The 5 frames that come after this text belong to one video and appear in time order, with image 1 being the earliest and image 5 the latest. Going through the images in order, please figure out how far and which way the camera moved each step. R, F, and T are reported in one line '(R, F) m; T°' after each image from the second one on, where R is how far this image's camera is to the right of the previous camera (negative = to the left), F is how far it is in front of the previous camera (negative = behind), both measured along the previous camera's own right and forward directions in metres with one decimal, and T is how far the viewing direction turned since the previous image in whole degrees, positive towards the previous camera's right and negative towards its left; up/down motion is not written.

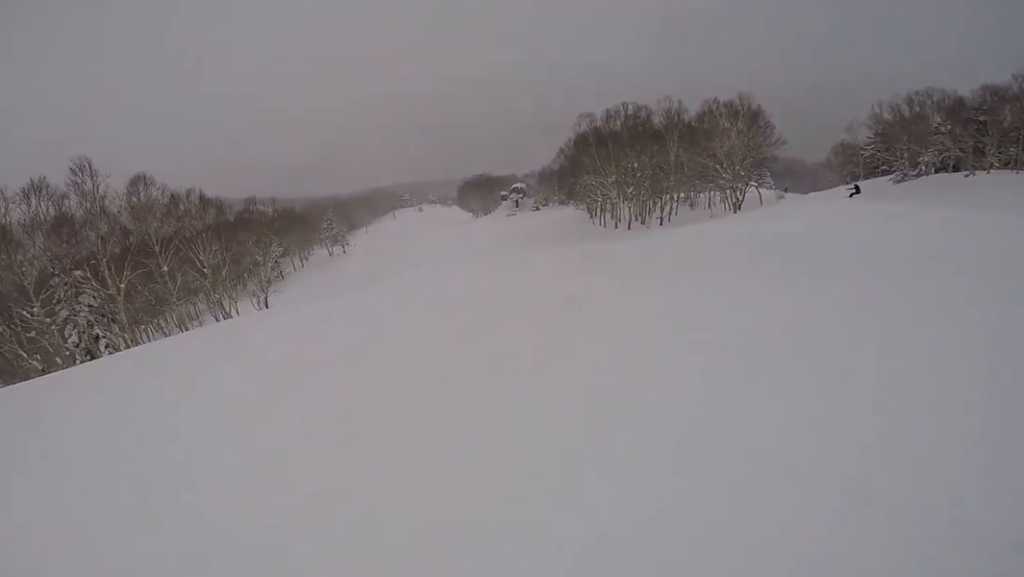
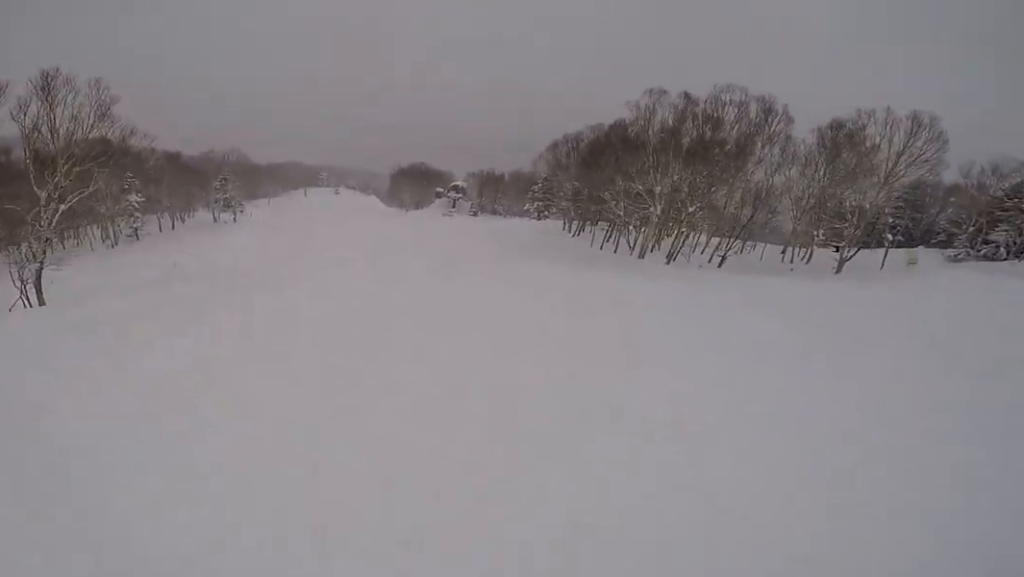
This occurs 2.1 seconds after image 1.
(+0.5, +19.7) m; +10°
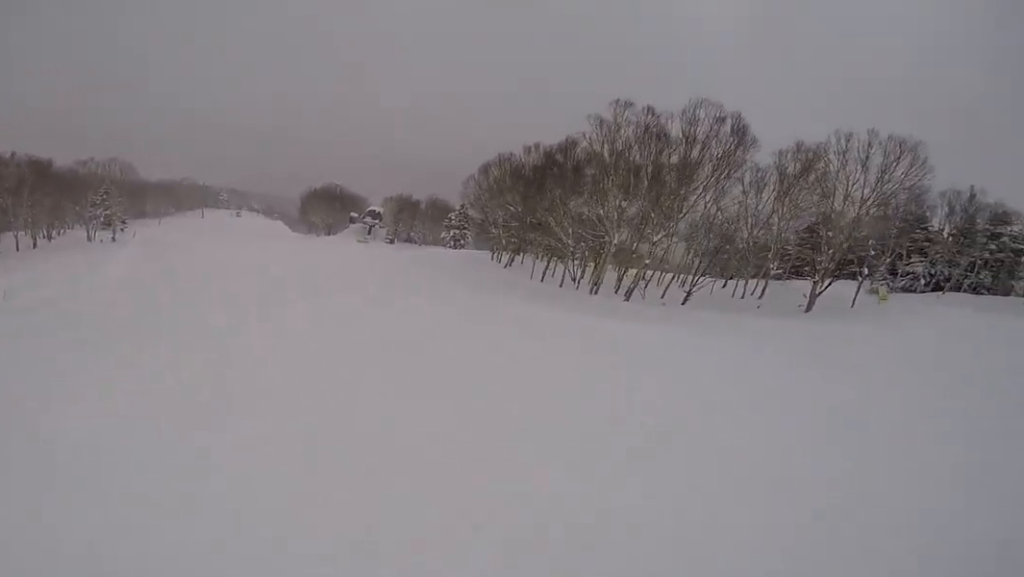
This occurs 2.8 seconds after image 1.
(+0.3, +6.7) m; +2°
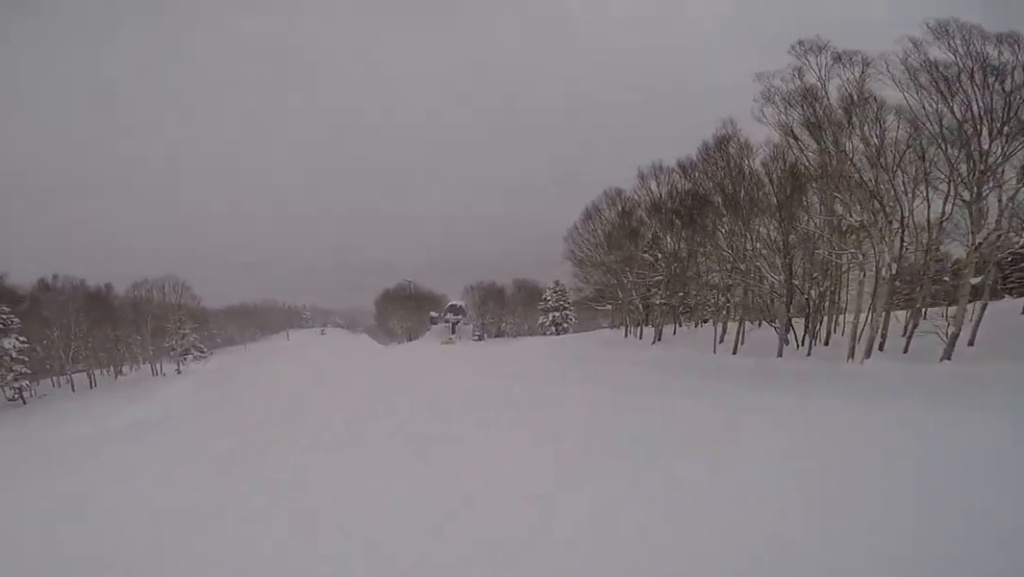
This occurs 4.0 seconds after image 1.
(0.0, +13.1) m; -1°
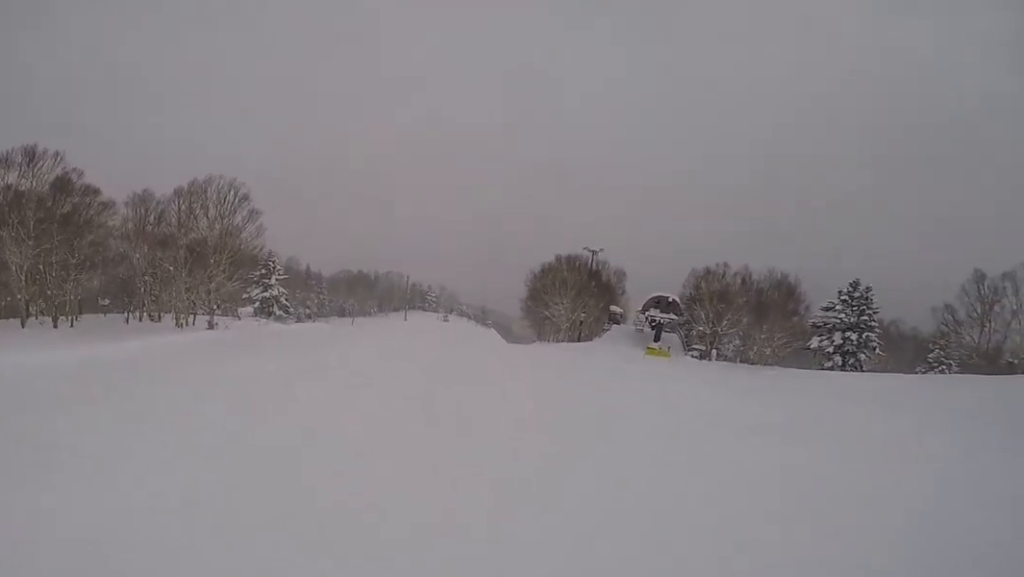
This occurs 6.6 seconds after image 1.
(-6.9, +27.7) m; -20°
